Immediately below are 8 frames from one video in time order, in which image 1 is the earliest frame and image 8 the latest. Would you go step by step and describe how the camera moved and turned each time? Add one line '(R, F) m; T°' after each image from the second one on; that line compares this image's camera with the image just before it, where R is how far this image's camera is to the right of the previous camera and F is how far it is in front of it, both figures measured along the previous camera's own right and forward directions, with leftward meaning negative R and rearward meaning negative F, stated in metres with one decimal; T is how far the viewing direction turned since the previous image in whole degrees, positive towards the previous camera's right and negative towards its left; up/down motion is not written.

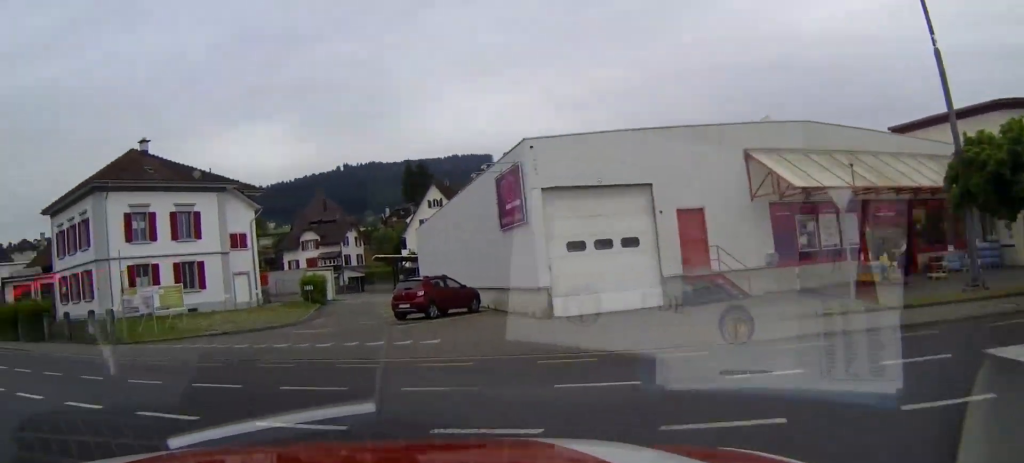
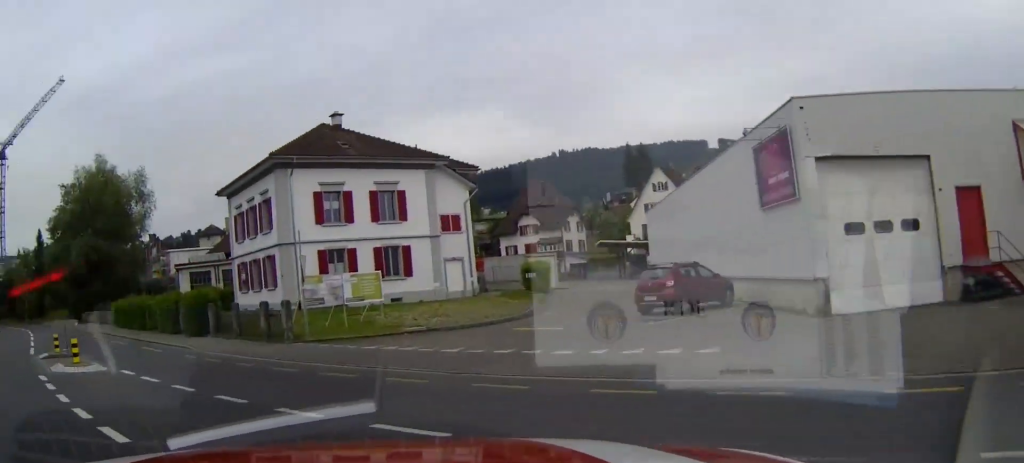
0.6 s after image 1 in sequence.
(-0.5, +3.2) m; -13°
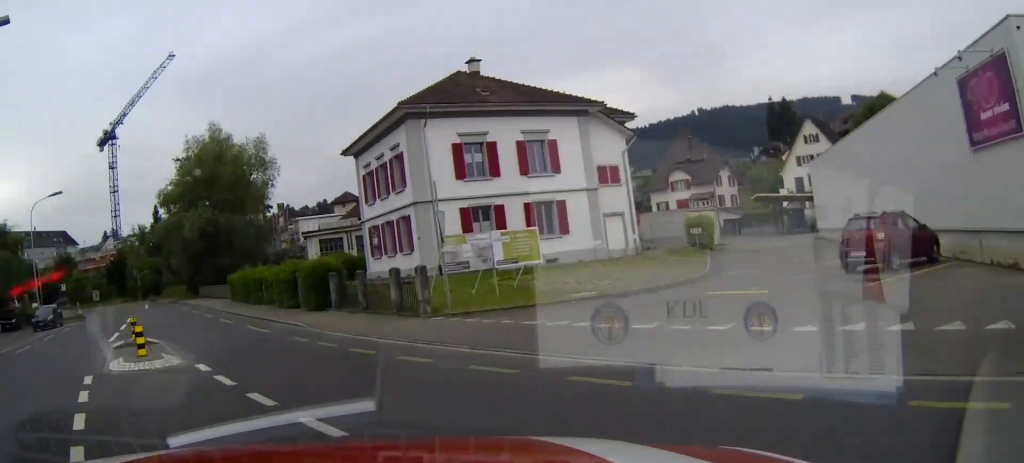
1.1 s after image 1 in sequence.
(-0.4, +2.6) m; -13°
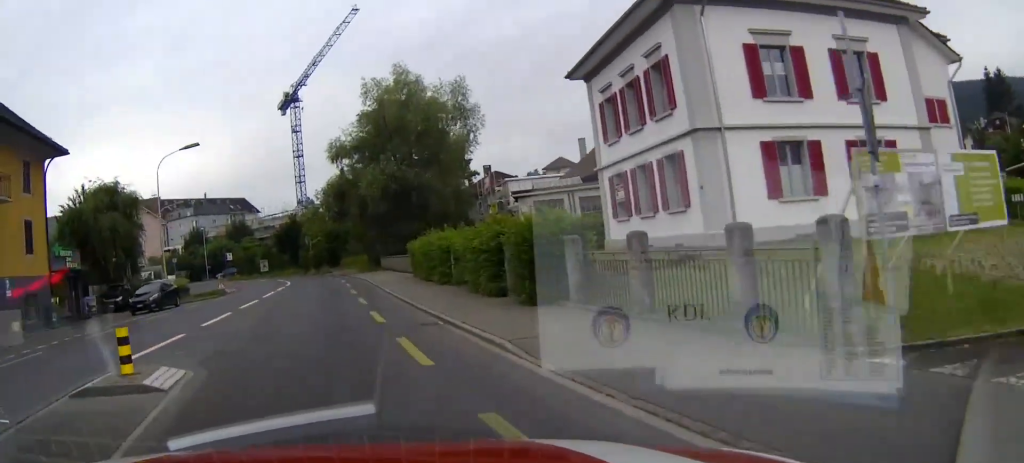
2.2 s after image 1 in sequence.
(-0.9, +8.4) m; -7°
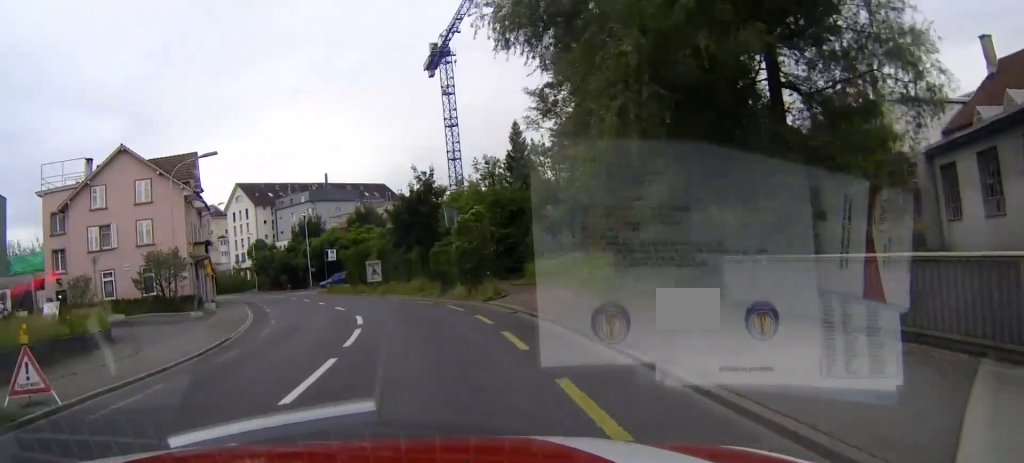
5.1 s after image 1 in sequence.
(-4.9, +35.7) m; -12°
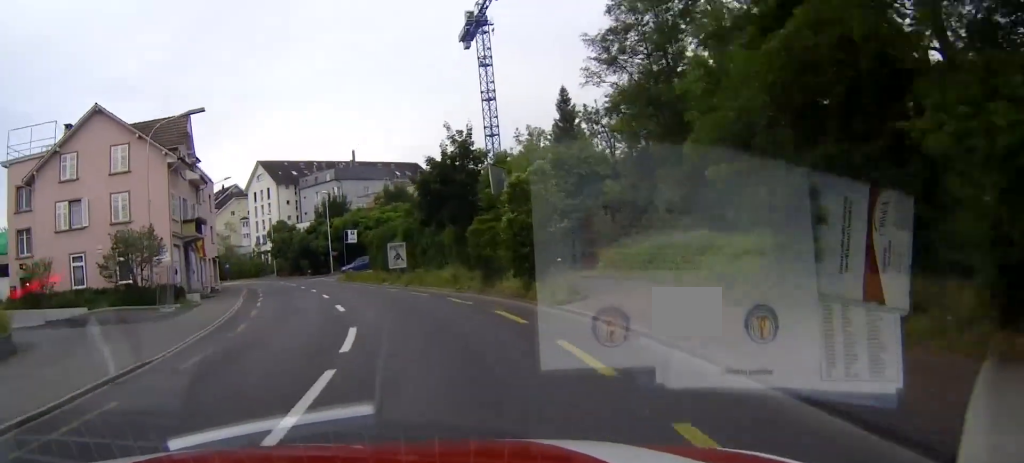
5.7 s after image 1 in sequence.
(0.0, +8.5) m; -2°
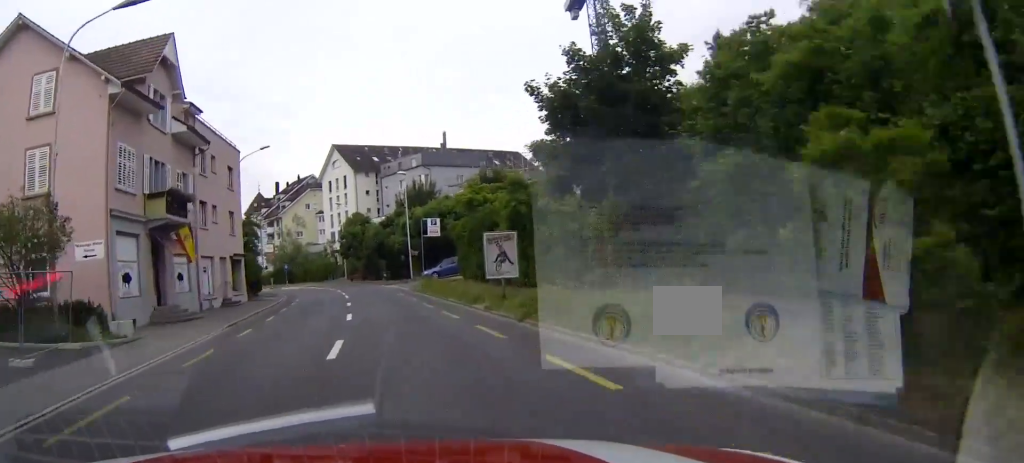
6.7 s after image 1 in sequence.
(-0.7, +17.0) m; -7°
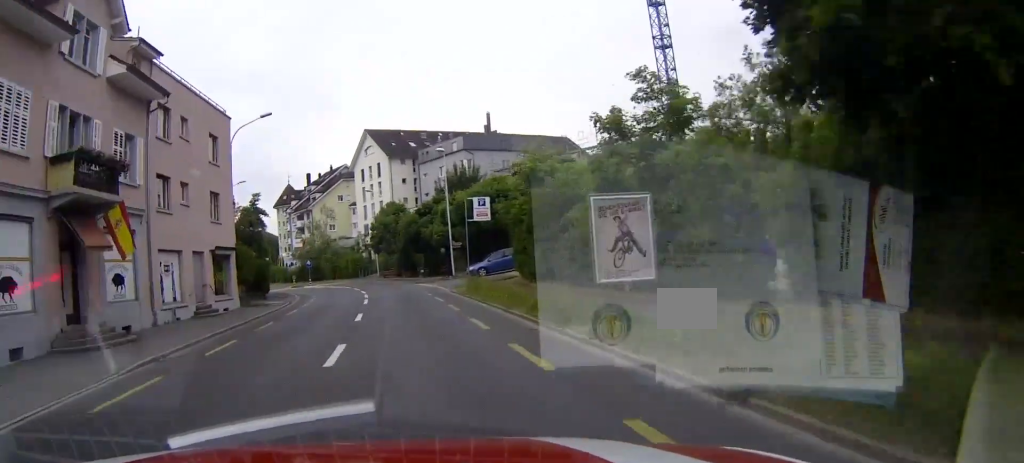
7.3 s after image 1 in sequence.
(-0.2, +9.6) m; -5°
